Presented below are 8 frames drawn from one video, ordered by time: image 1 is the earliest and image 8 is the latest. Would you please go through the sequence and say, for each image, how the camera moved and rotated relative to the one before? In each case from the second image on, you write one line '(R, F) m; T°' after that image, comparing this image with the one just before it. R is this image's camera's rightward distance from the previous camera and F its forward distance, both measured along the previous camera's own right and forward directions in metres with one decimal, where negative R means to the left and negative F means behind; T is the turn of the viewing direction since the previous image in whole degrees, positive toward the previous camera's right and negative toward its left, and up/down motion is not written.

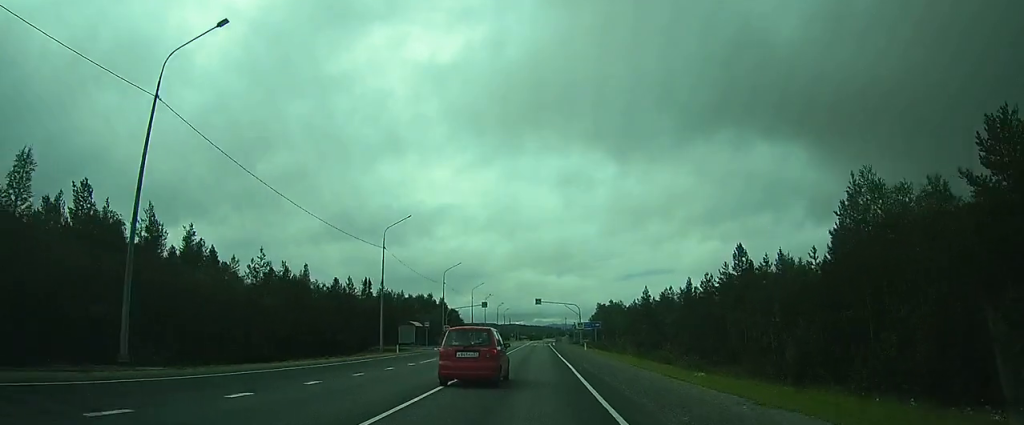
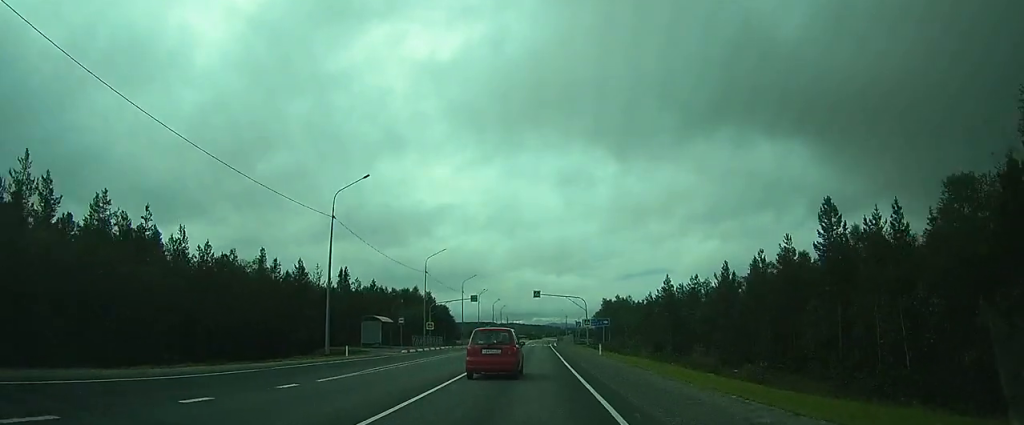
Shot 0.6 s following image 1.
(+0.1, +13.8) m; 0°
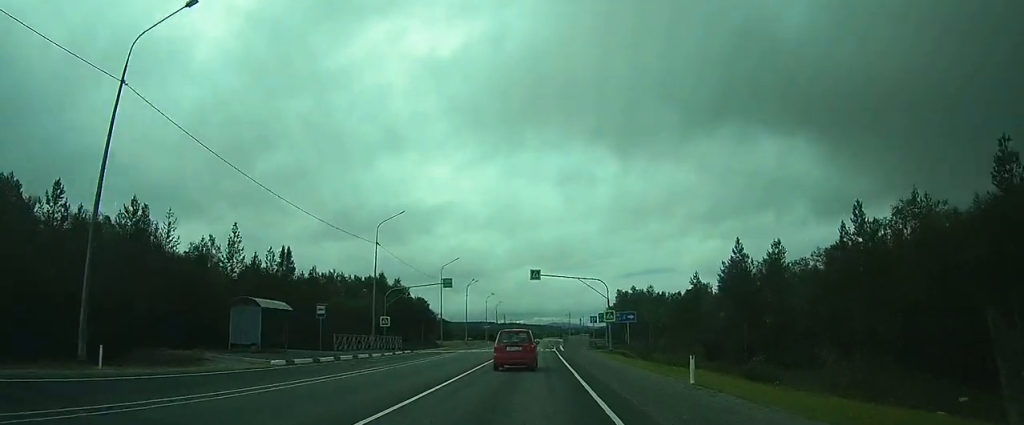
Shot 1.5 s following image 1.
(0.0, +23.6) m; 0°
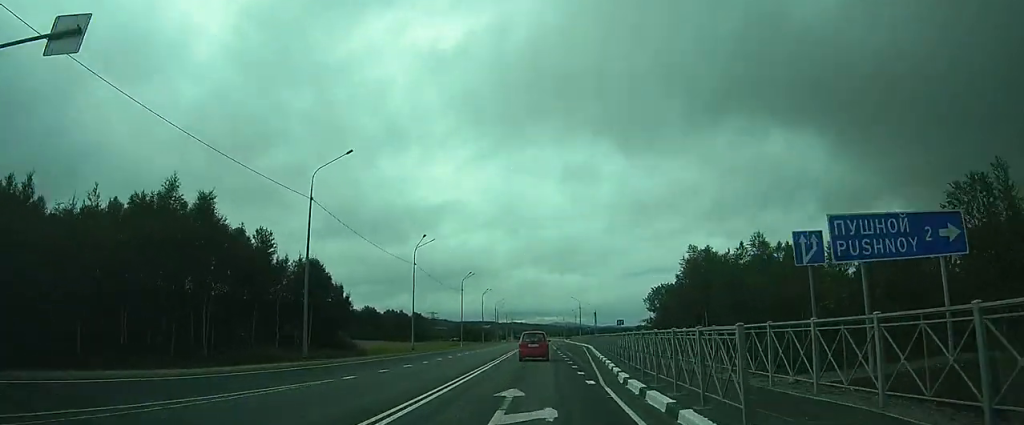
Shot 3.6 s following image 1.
(-0.2, +48.2) m; 0°
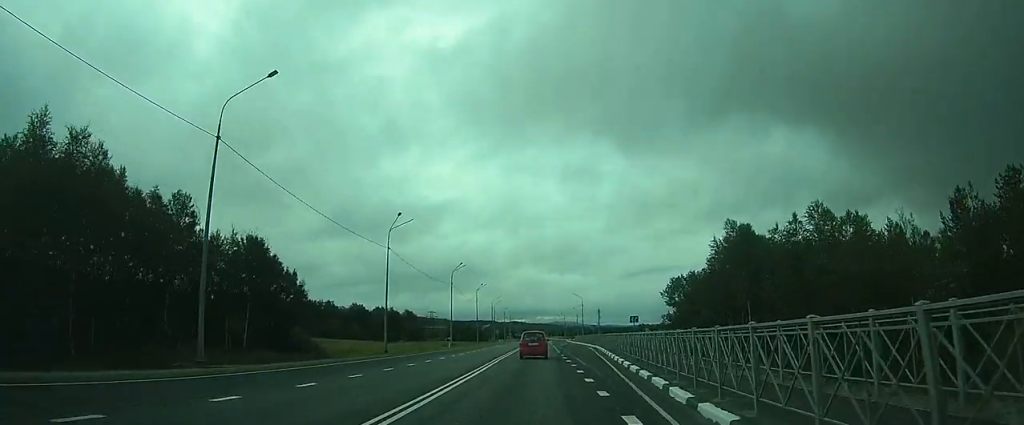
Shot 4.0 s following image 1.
(0.0, +10.6) m; 0°
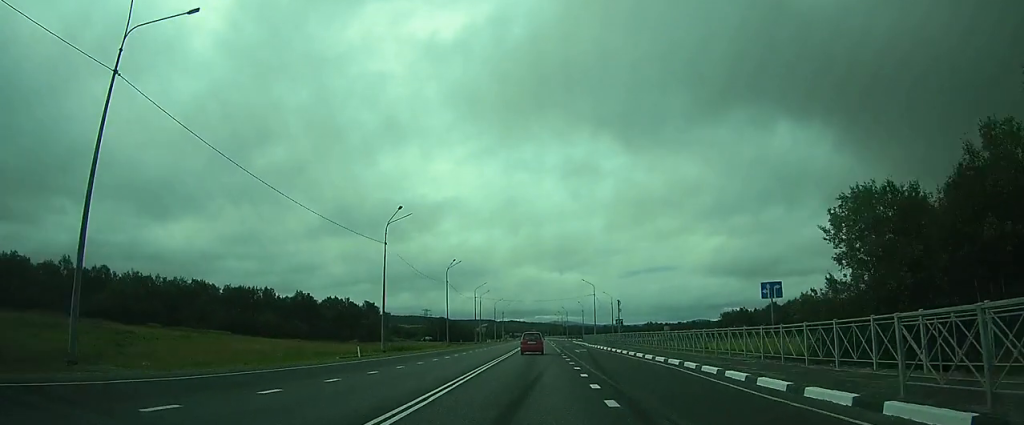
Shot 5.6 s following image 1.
(+0.3, +31.8) m; +1°
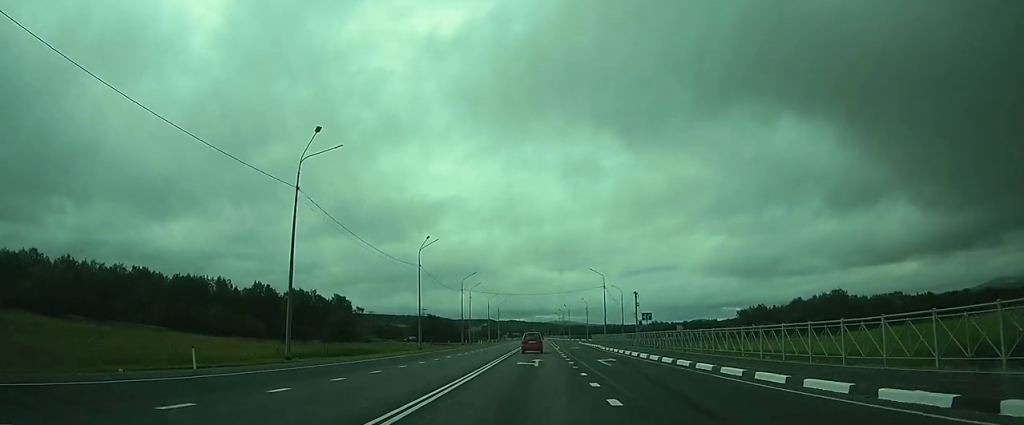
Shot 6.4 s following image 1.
(0.0, +15.9) m; 0°
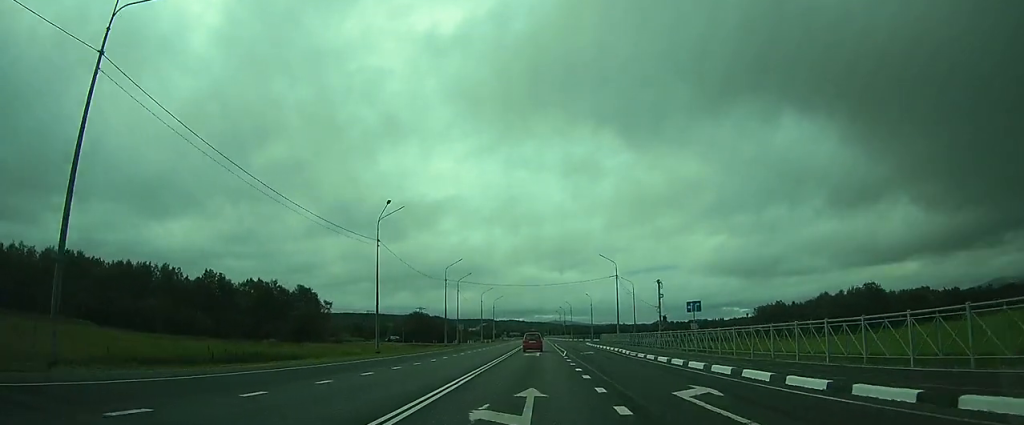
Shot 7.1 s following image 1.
(0.0, +14.8) m; -1°
